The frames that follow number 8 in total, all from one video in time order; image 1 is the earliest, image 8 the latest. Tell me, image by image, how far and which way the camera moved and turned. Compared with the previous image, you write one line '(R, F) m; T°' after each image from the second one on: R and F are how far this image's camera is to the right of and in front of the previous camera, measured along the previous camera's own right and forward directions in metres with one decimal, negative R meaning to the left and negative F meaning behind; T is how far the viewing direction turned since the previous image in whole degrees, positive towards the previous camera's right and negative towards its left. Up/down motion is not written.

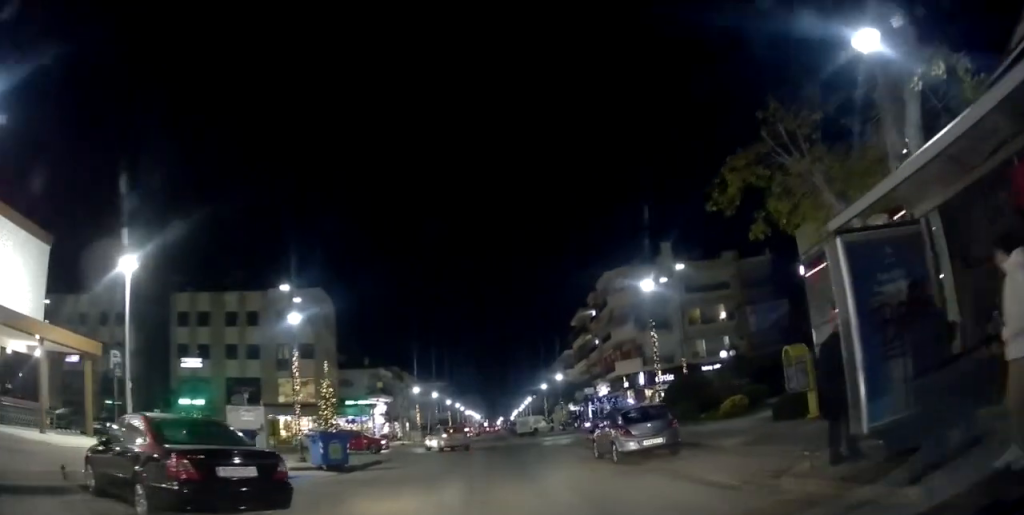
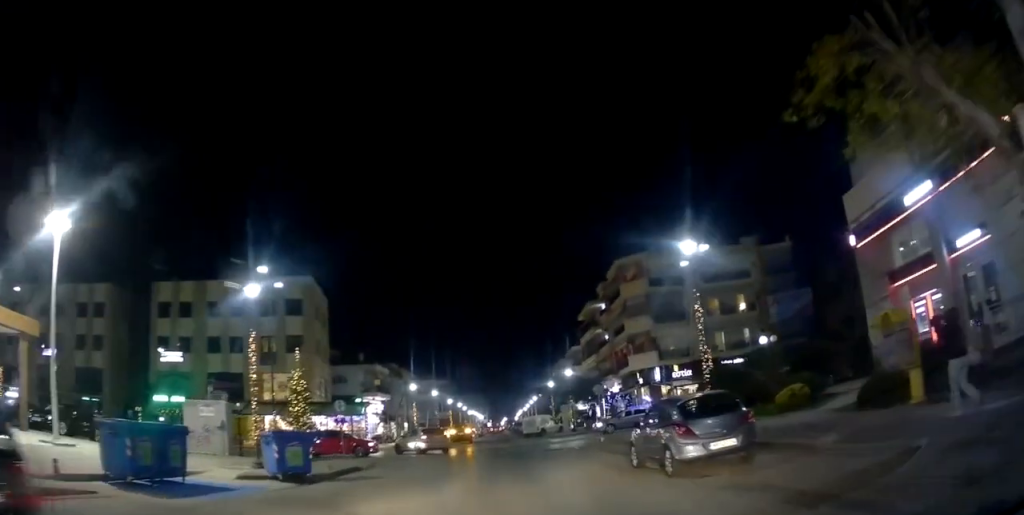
(-0.2, +4.3) m; -1°
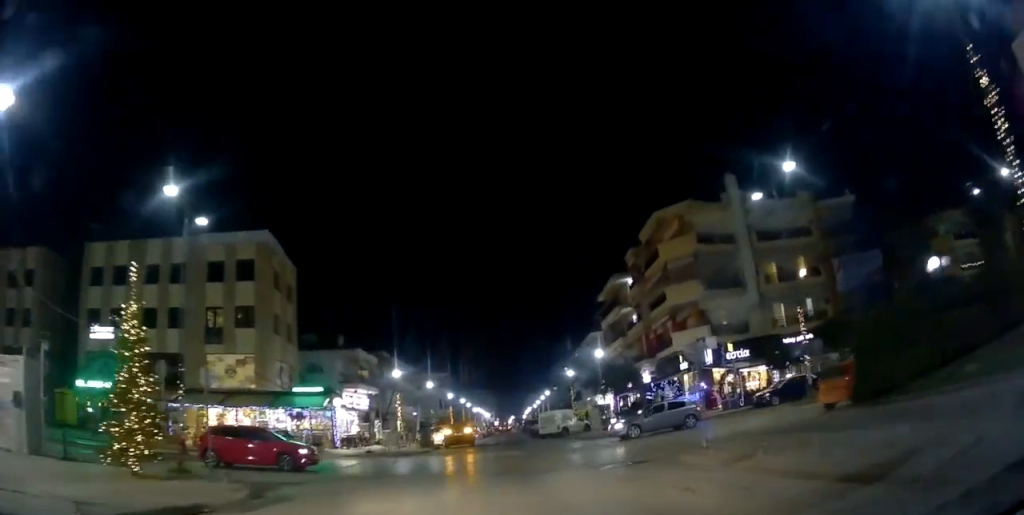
(+0.2, +10.7) m; +5°
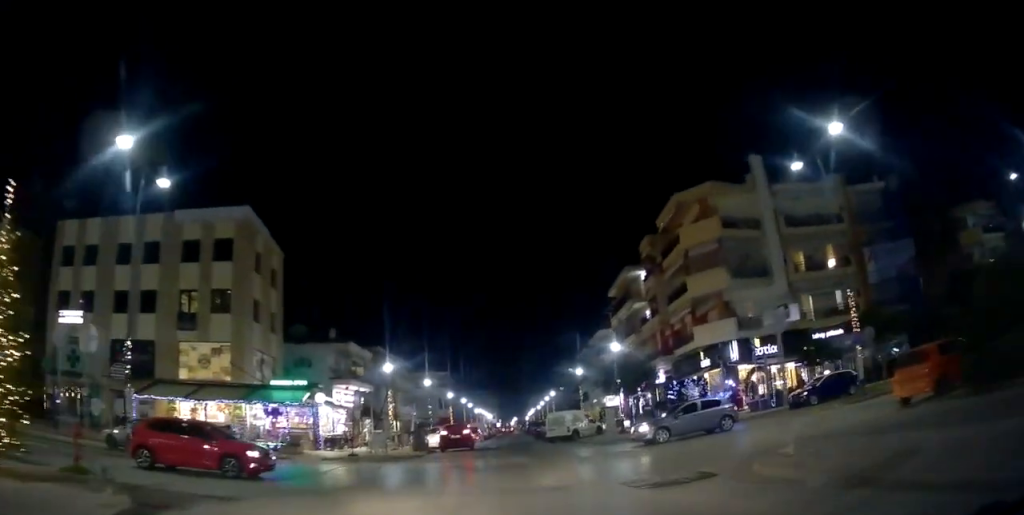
(+0.3, +4.2) m; 0°
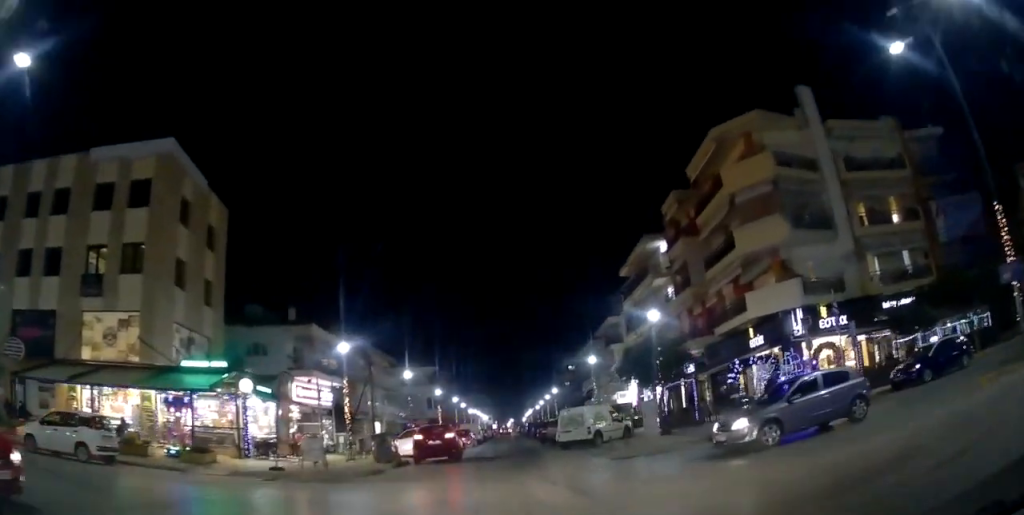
(-0.2, +9.9) m; 0°
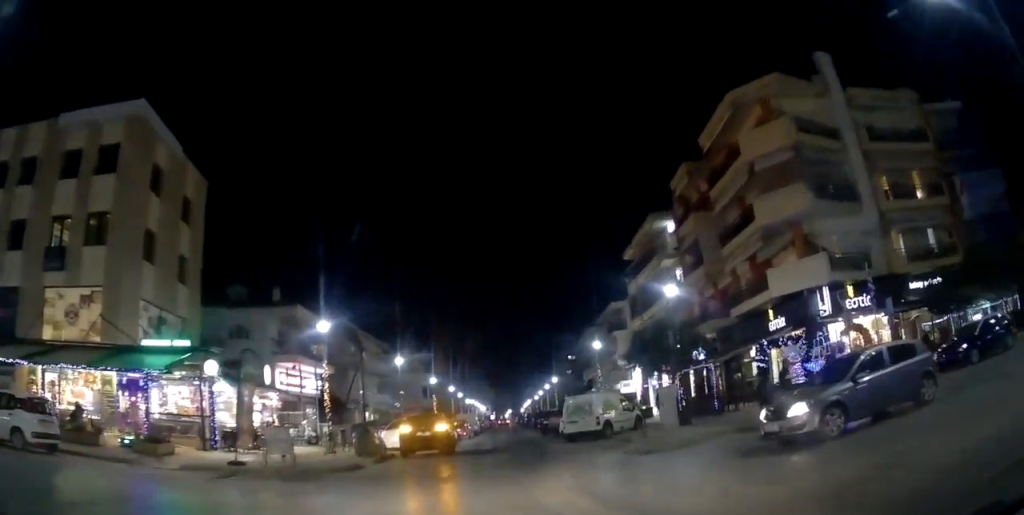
(+0.1, +3.0) m; +1°
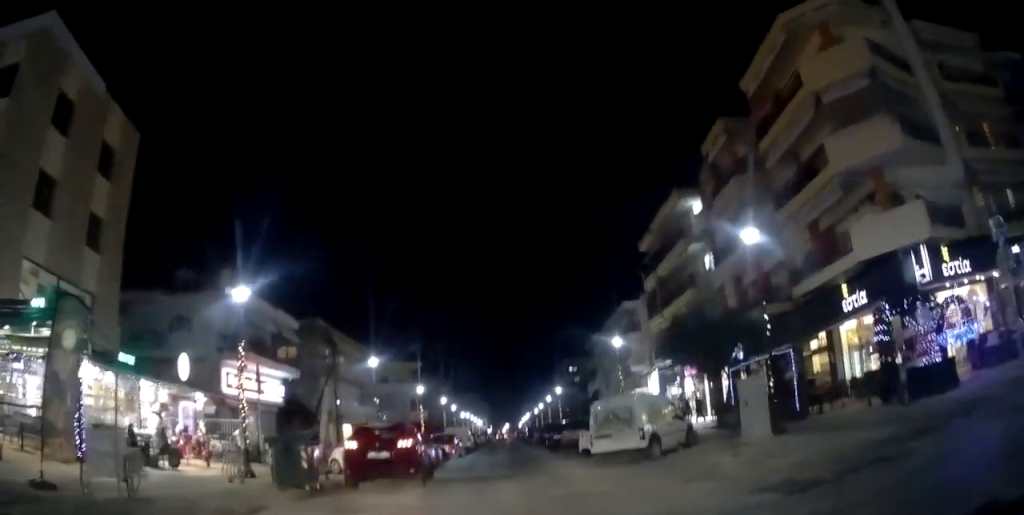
(0.0, +8.3) m; +1°
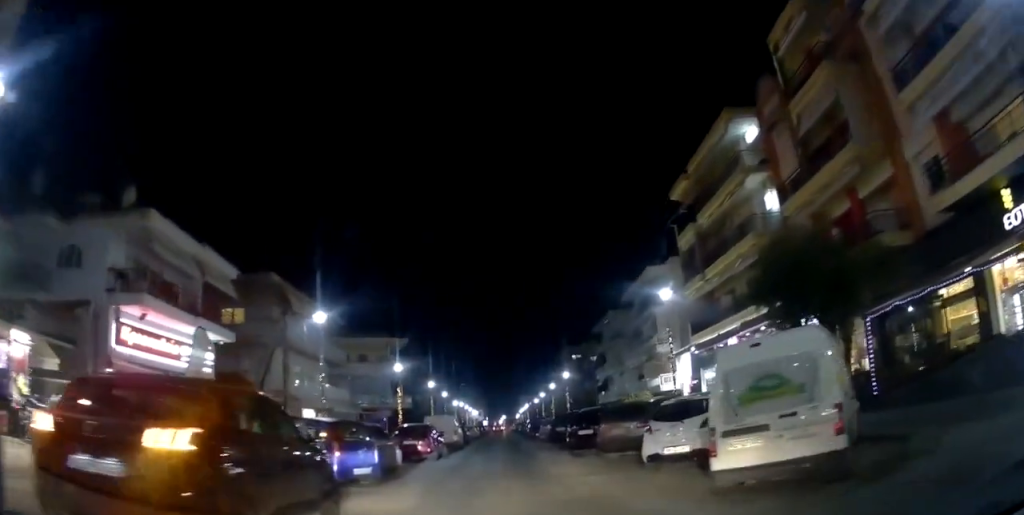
(+0.2, +10.1) m; +2°
